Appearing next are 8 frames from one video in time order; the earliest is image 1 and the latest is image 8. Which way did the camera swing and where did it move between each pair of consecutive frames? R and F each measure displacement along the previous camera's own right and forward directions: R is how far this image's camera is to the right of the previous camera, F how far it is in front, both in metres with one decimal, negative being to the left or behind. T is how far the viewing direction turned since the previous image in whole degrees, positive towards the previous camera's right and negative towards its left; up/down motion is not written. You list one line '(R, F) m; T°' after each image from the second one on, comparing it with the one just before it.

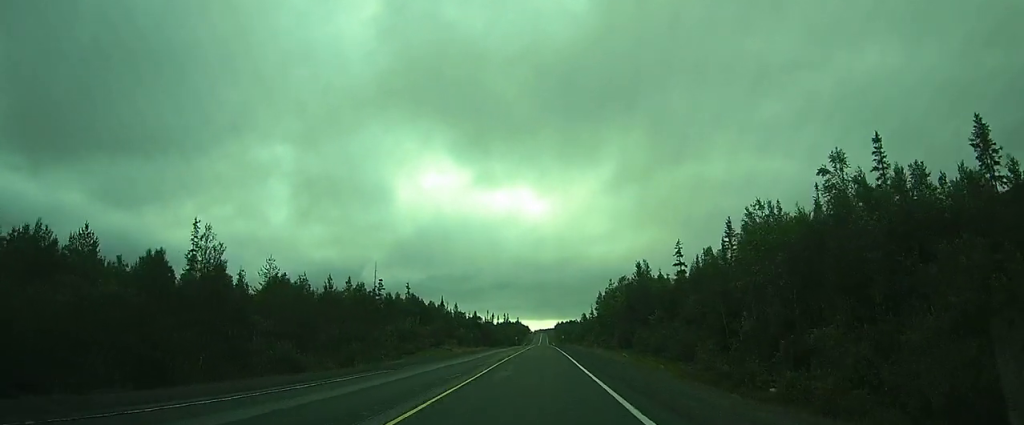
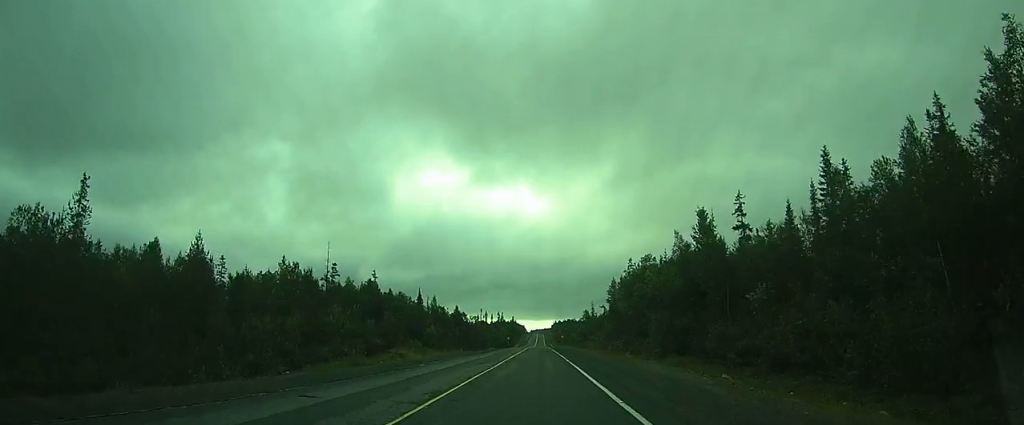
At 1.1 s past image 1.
(0.0, +25.8) m; 0°
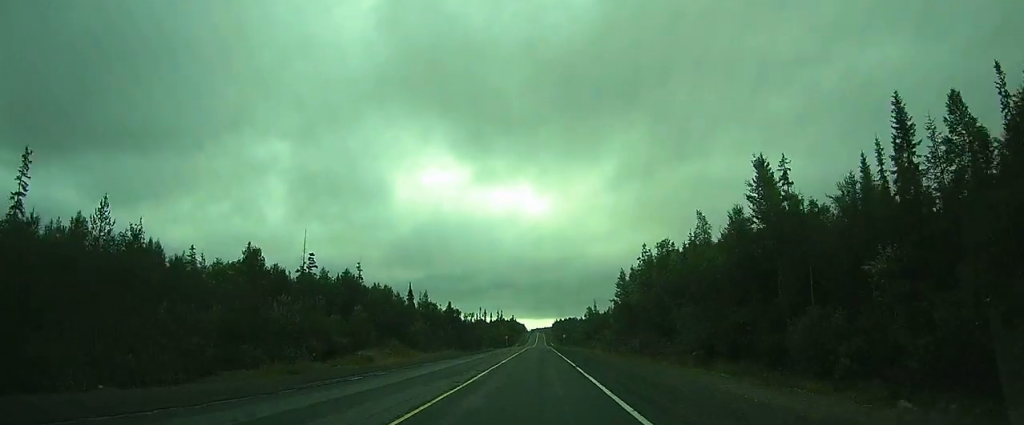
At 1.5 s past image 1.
(0.0, +10.2) m; 0°
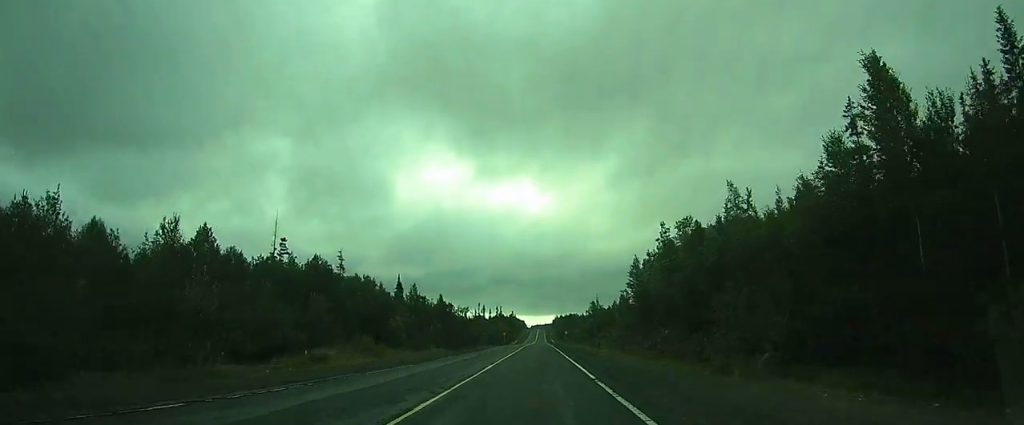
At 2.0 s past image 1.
(0.0, +10.2) m; 0°
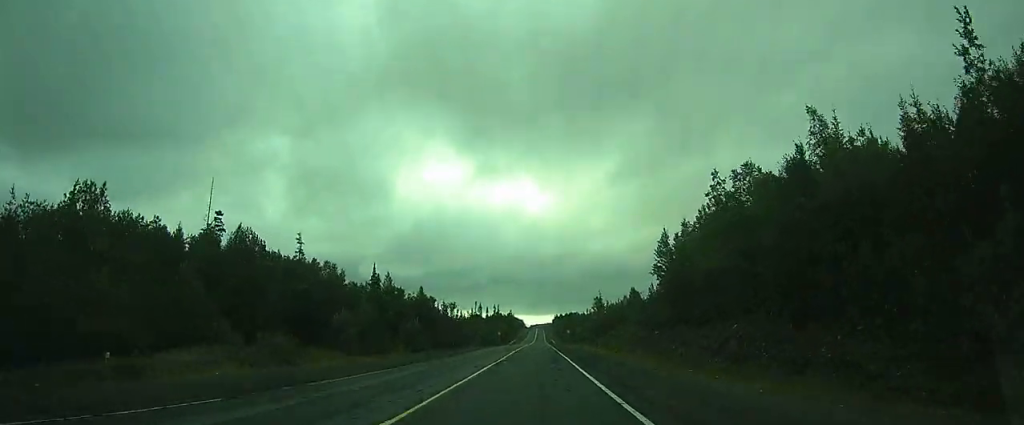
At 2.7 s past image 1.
(0.0, +16.6) m; 0°
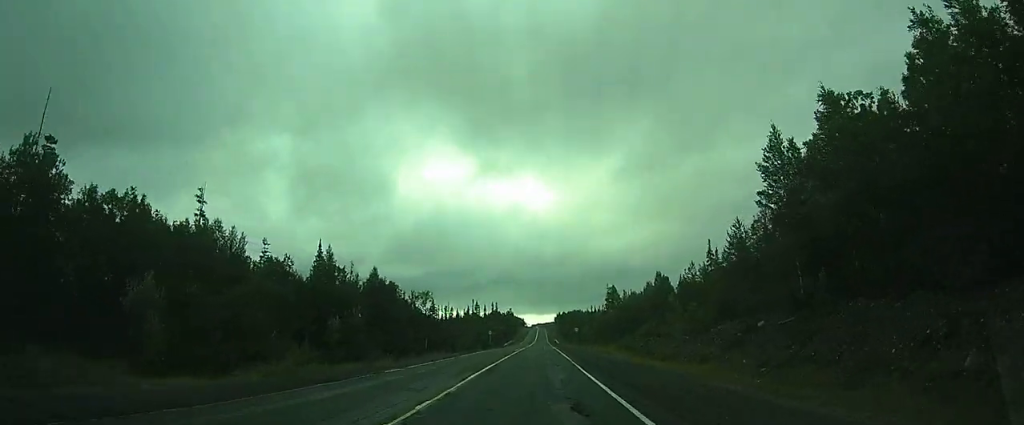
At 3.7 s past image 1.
(-0.1, +25.4) m; 0°
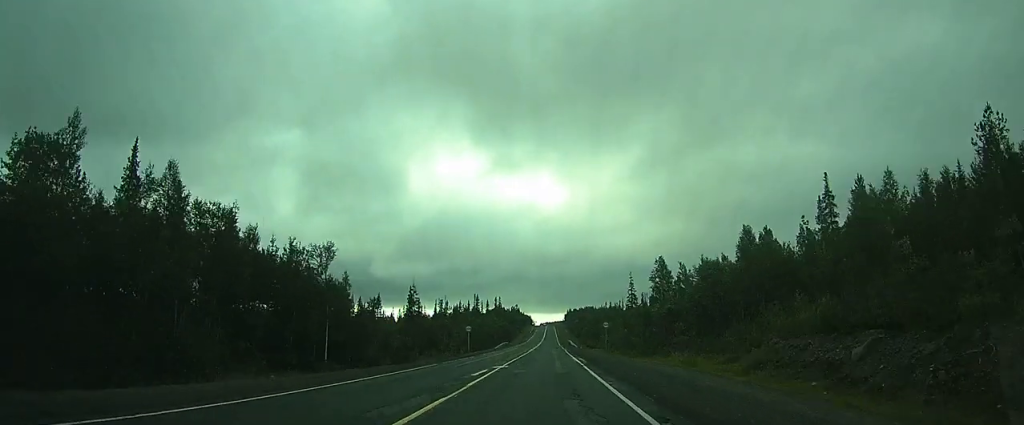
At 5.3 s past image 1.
(+0.2, +38.7) m; 0°
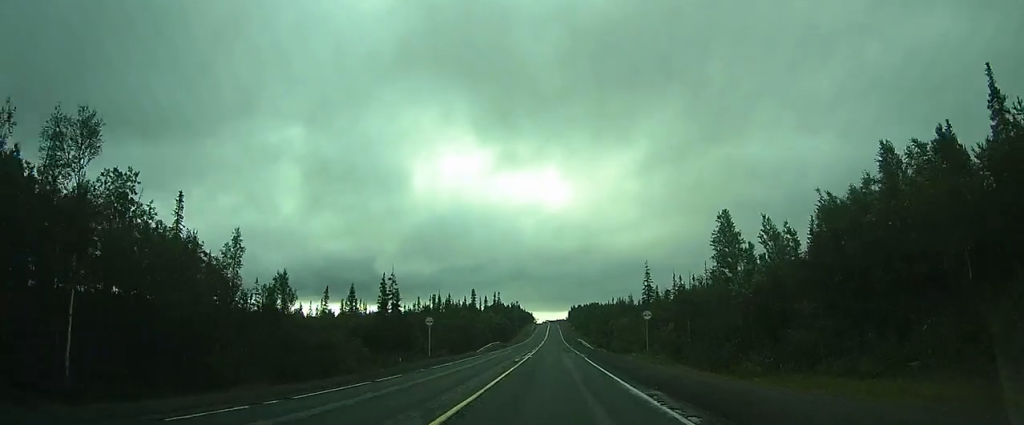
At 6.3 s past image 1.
(0.0, +24.5) m; 0°
